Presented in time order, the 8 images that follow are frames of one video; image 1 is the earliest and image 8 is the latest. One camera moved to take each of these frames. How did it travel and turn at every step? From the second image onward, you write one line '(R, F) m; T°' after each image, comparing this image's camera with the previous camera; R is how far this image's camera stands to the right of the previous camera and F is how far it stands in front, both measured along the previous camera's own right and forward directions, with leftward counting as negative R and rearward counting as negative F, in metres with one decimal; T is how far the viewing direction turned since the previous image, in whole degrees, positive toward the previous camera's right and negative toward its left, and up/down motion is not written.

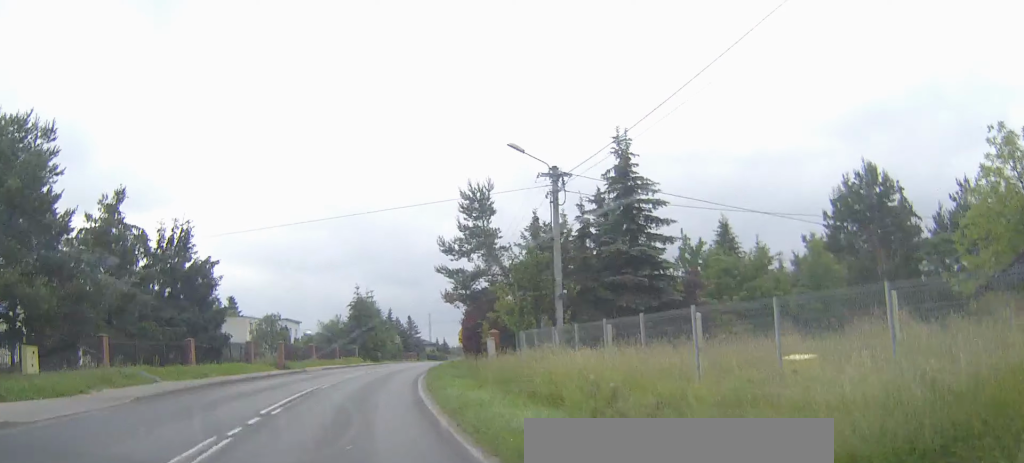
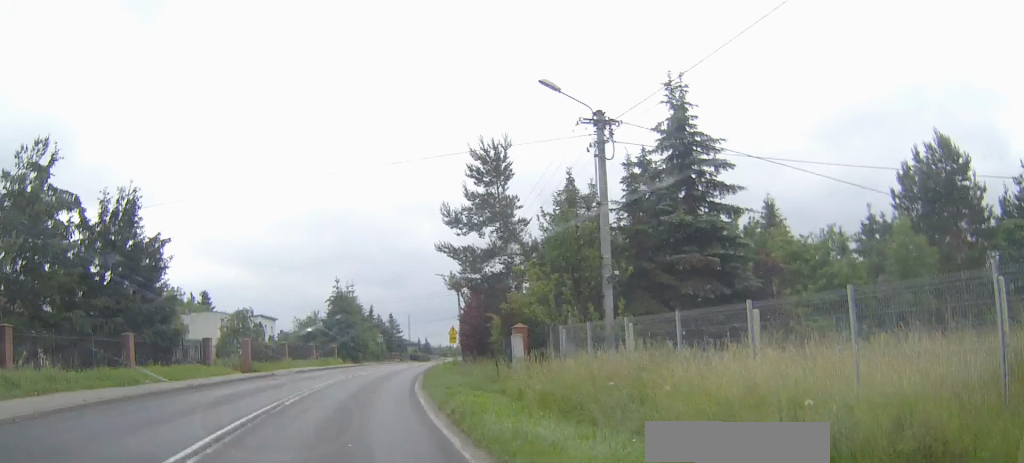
(+0.2, +7.4) m; +1°
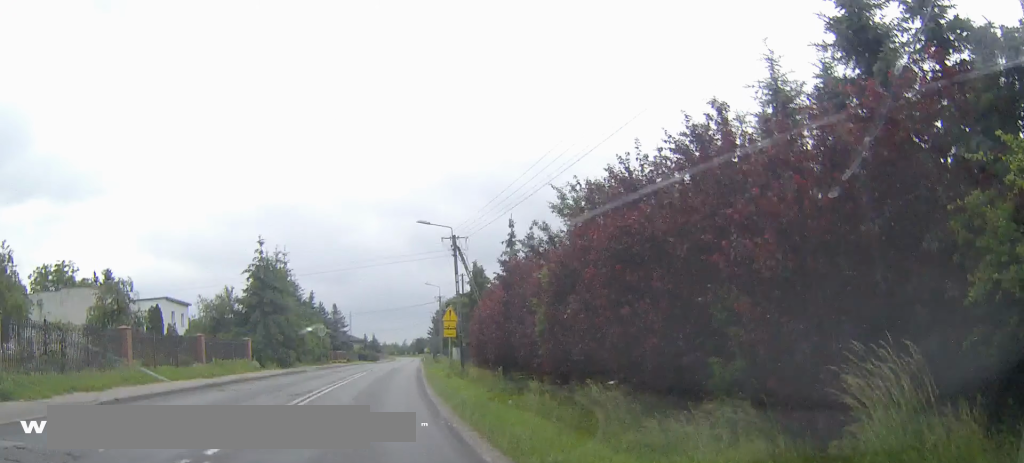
(+1.1, +26.9) m; +5°
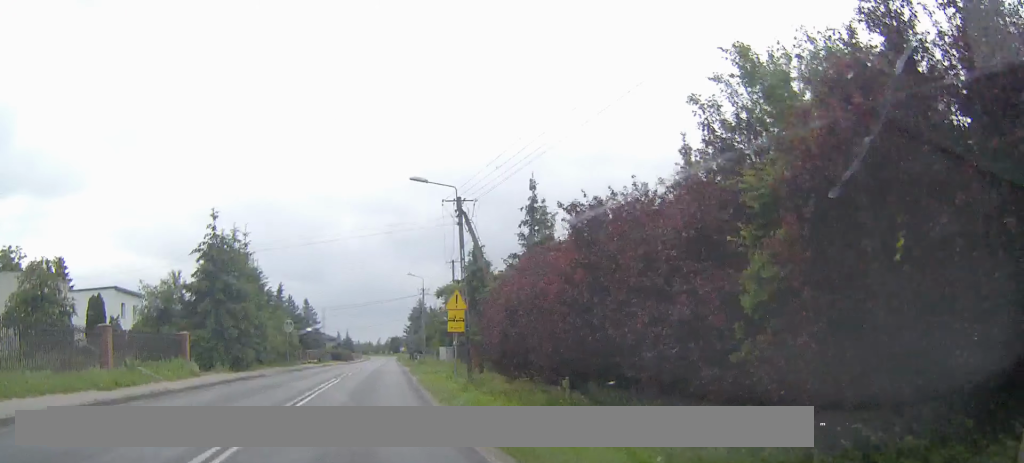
(+0.1, +9.6) m; +2°
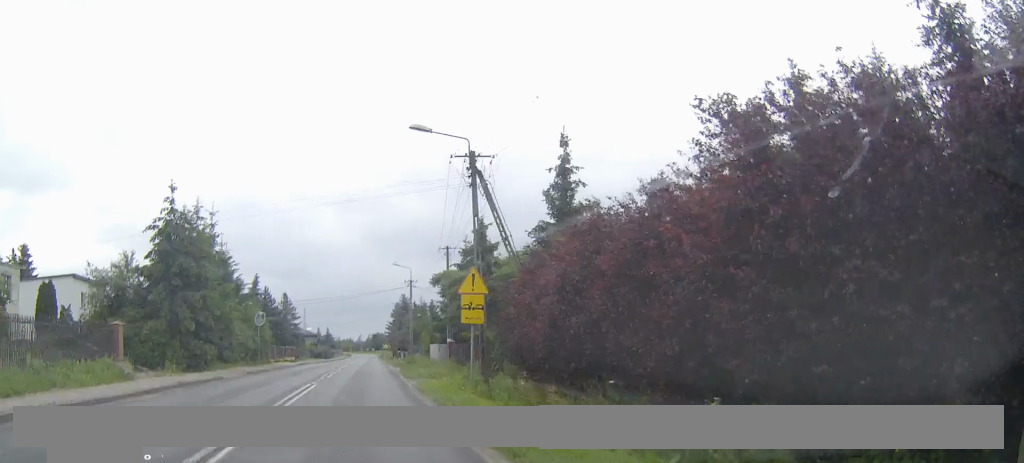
(0.0, +6.6) m; +1°
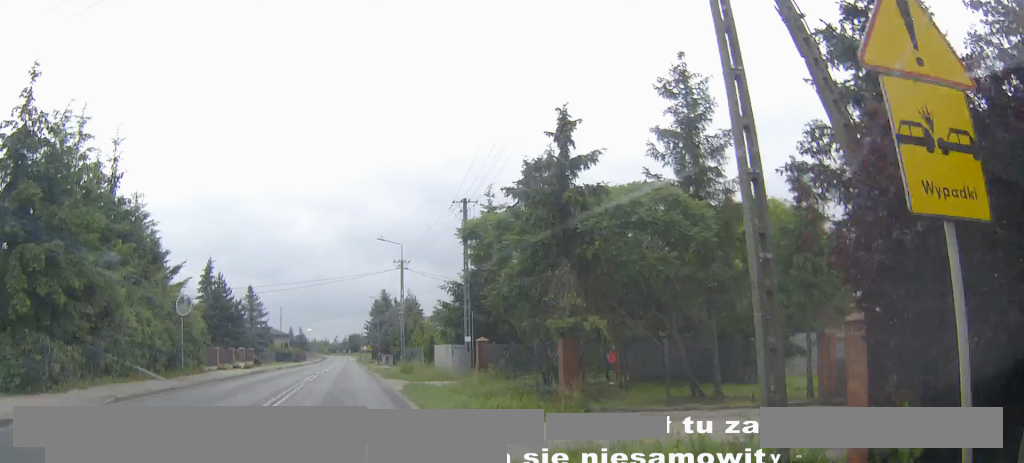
(+0.5, +16.6) m; +3°
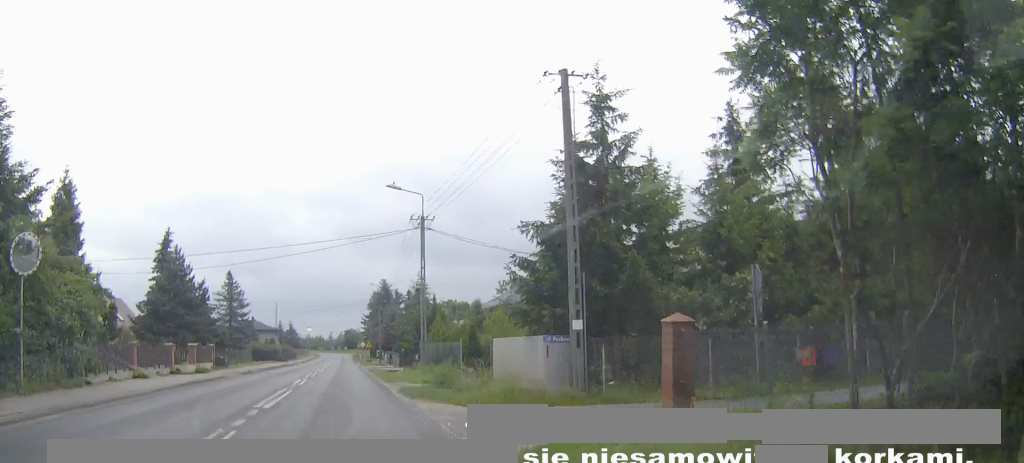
(+0.2, +16.4) m; +1°
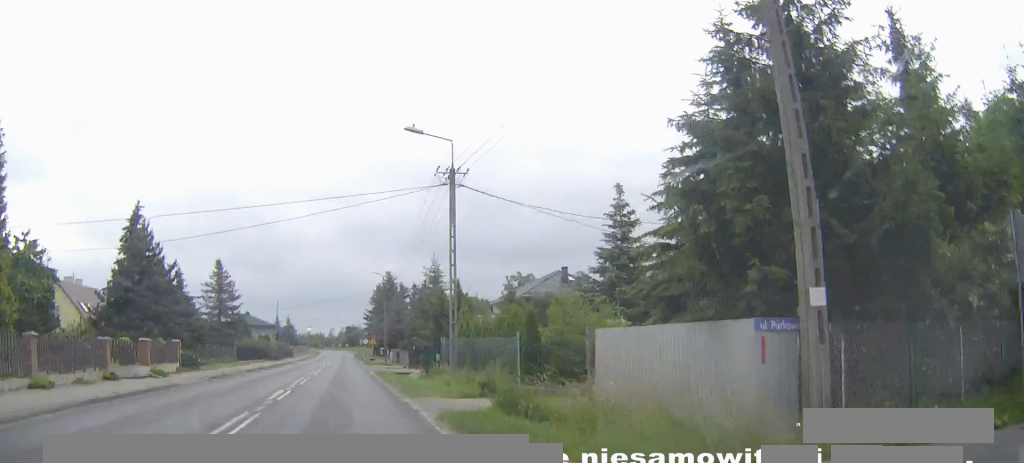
(0.0, +9.1) m; 0°
